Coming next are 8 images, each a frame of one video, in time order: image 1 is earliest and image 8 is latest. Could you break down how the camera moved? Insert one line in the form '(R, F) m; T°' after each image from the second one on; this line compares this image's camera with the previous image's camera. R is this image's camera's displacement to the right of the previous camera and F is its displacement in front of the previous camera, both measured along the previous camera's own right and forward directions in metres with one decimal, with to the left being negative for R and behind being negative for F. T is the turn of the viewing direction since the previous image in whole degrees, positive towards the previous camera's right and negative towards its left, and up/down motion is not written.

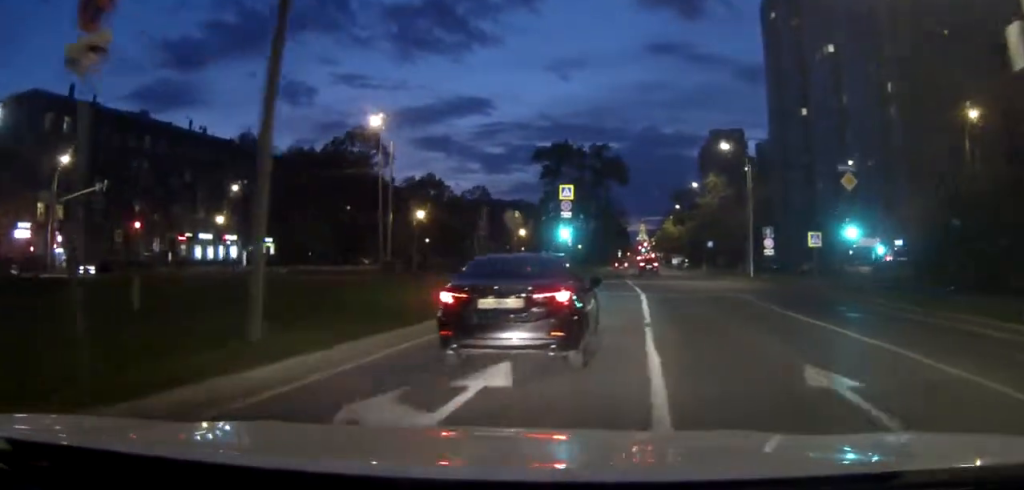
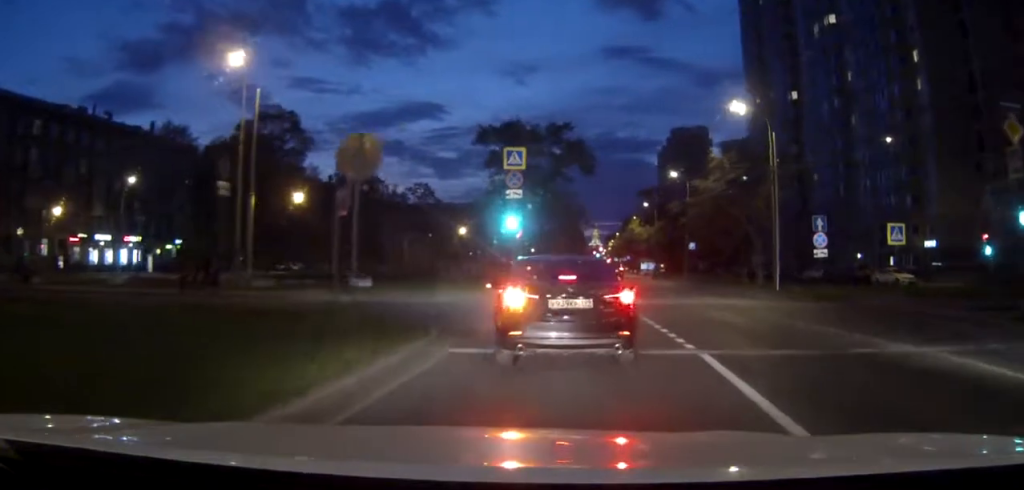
(+3.3, +18.1) m; +14°
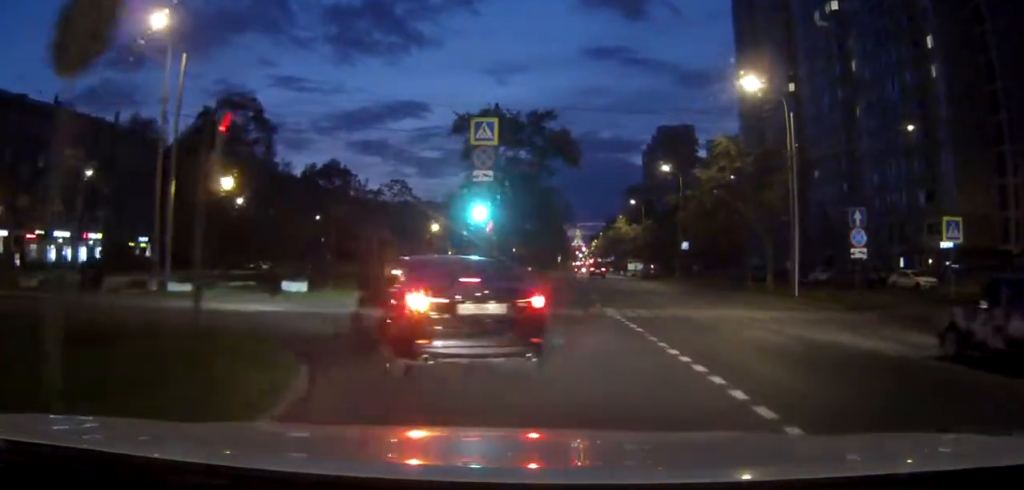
(+0.2, +7.0) m; -4°
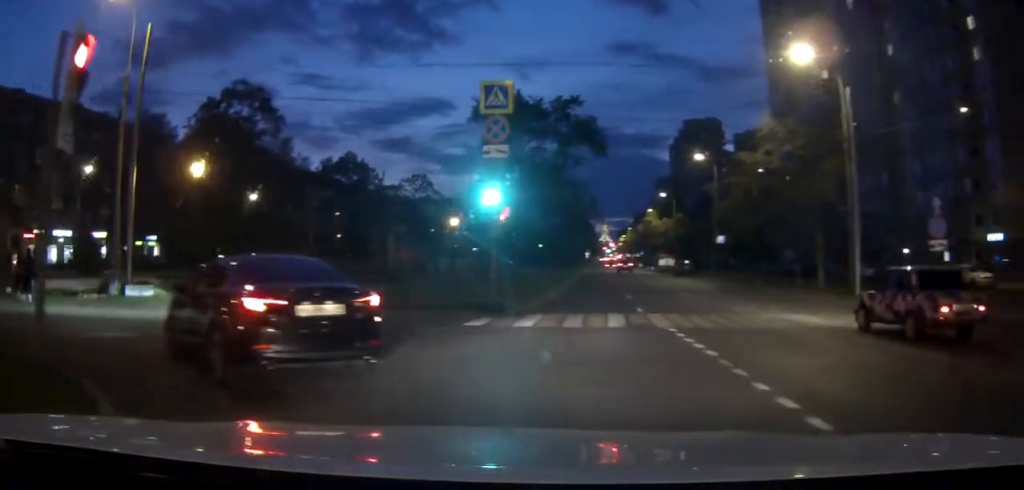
(-0.5, +5.0) m; -6°
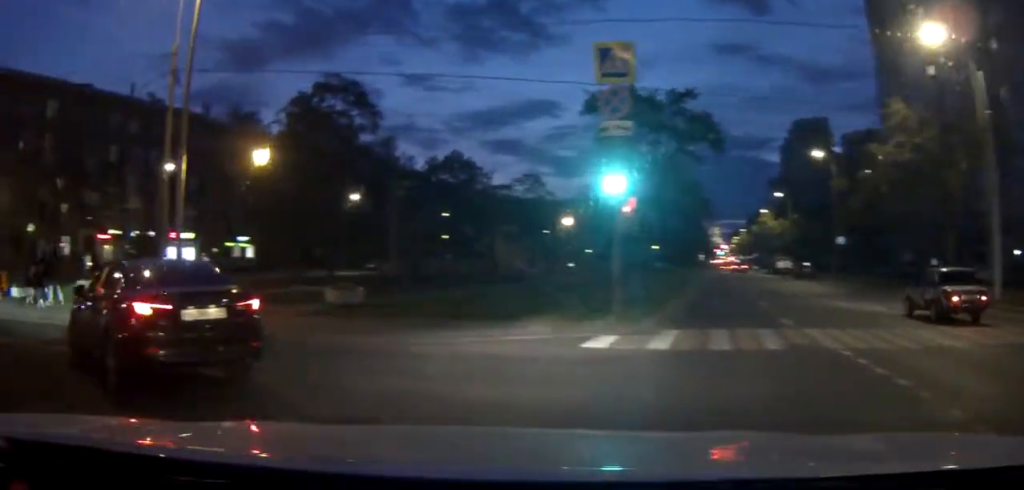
(-0.2, +4.1) m; -8°
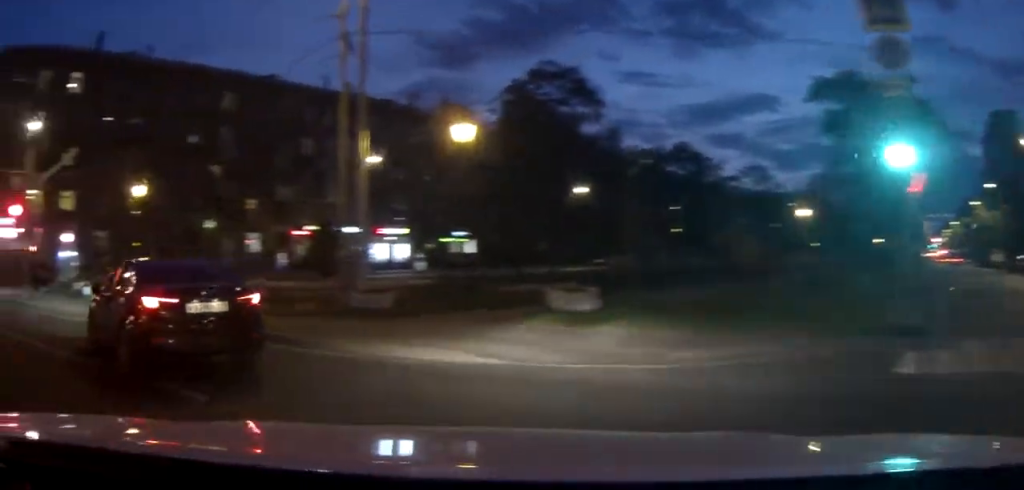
(-0.3, +3.8) m; -17°
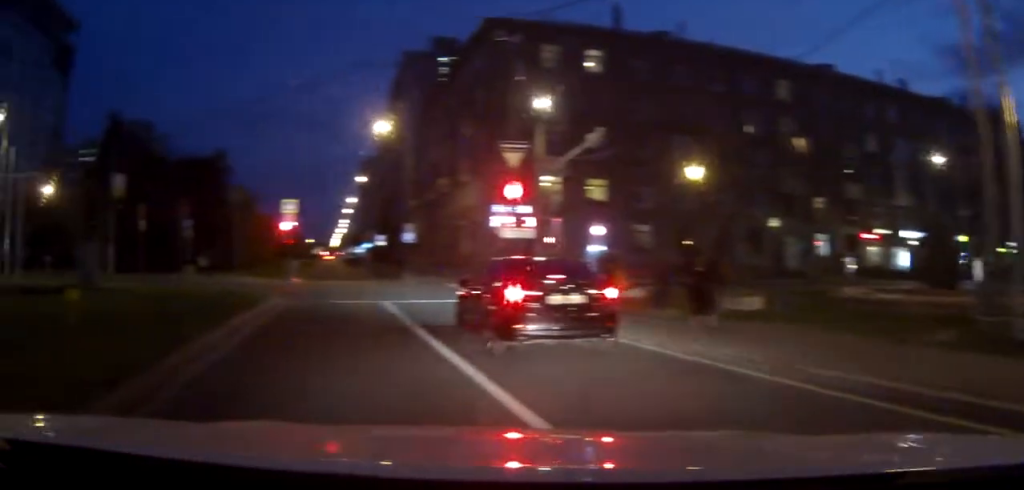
(-2.0, +4.4) m; -47°
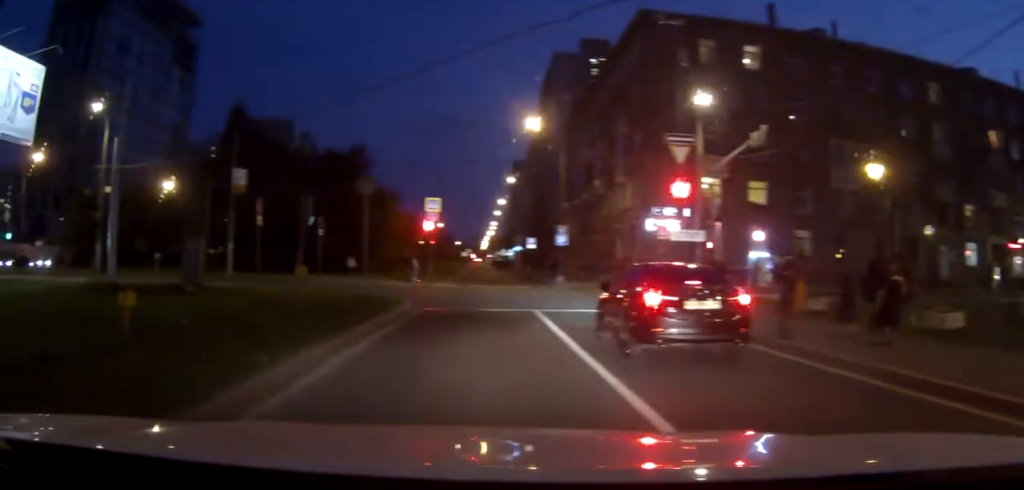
(-0.3, +2.1) m; -9°
